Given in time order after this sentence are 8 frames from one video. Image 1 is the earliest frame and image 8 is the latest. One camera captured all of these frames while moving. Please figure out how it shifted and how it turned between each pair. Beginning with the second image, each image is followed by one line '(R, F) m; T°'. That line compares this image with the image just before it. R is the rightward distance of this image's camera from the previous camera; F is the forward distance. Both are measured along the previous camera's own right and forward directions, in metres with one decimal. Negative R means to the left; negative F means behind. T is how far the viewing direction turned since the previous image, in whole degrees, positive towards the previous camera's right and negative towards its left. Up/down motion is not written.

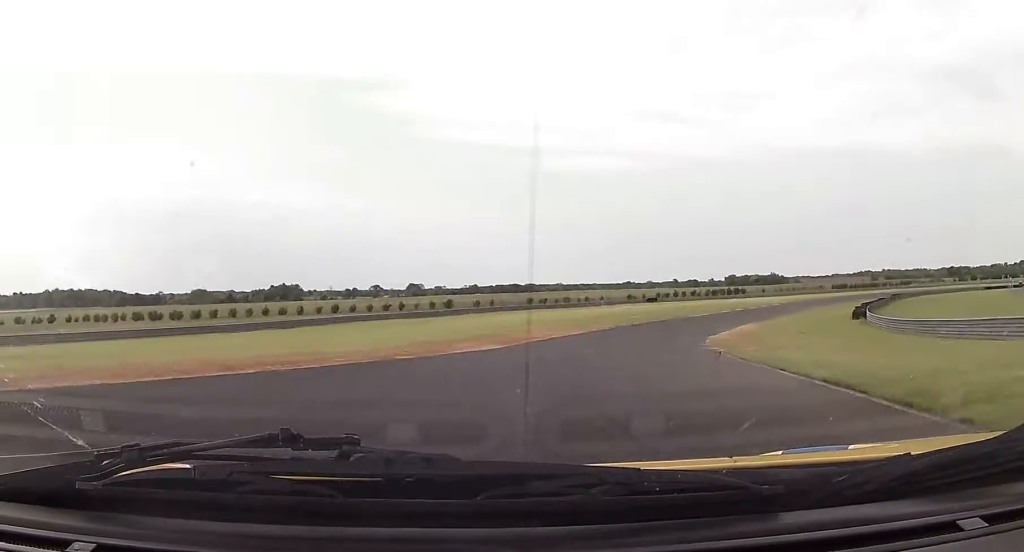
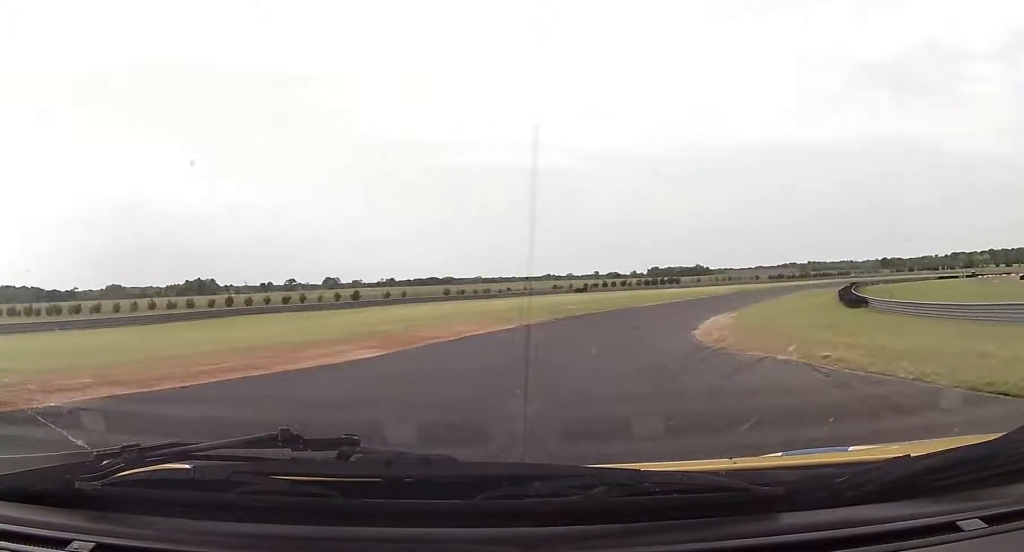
(+1.5, +16.4) m; +7°
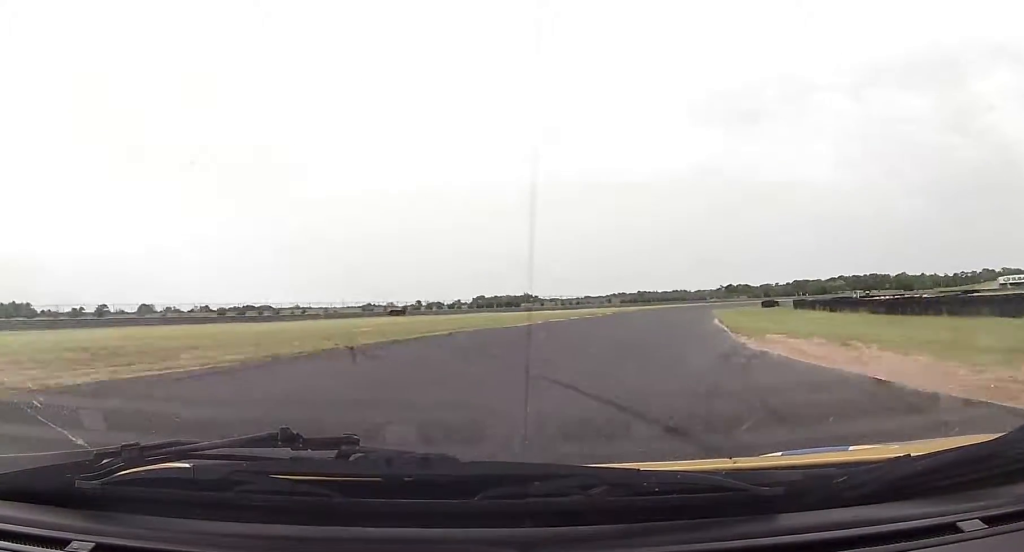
(+4.5, +37.7) m; +14°
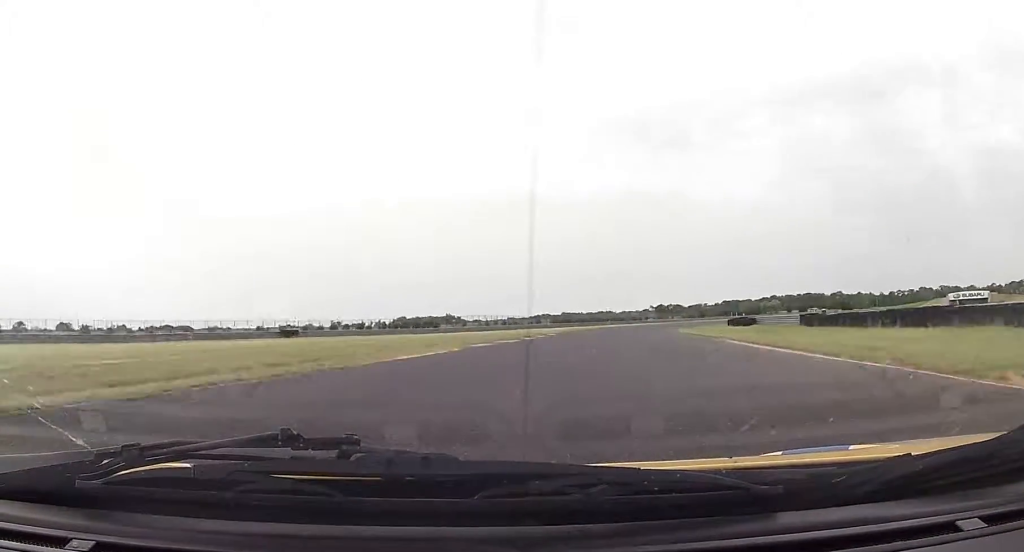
(+1.7, +20.0) m; +5°
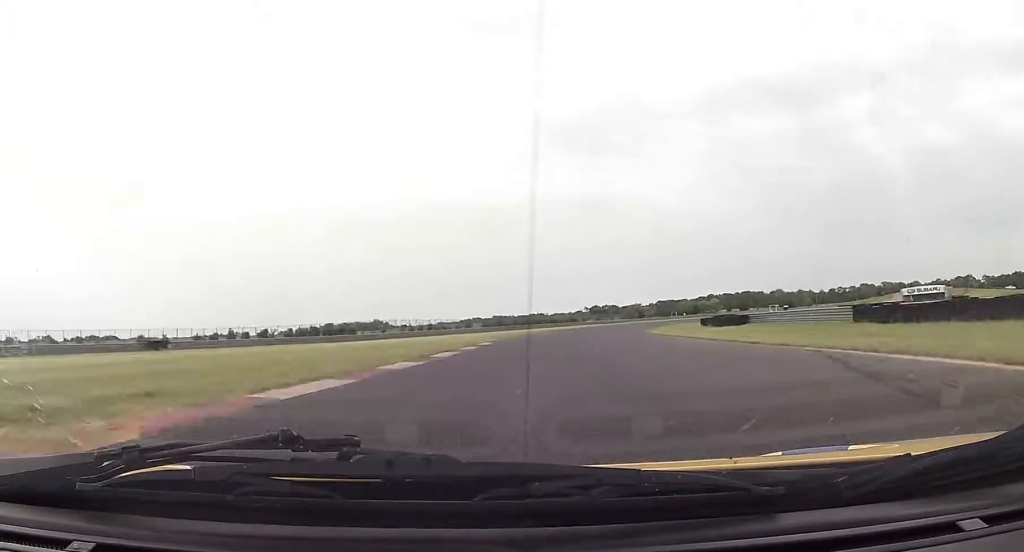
(+0.8, +19.4) m; +4°
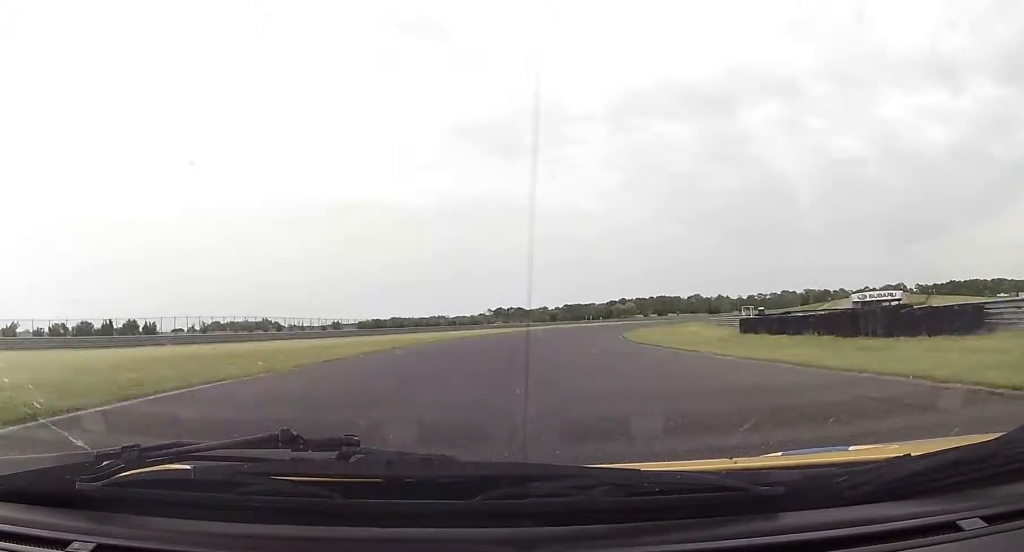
(+2.7, +44.6) m; +6°
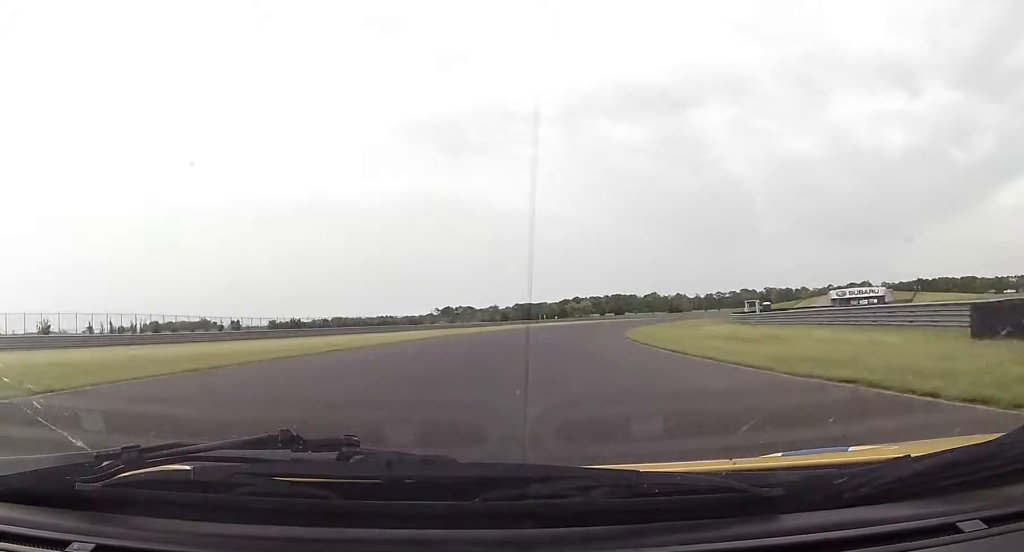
(+0.7, +26.0) m; +4°
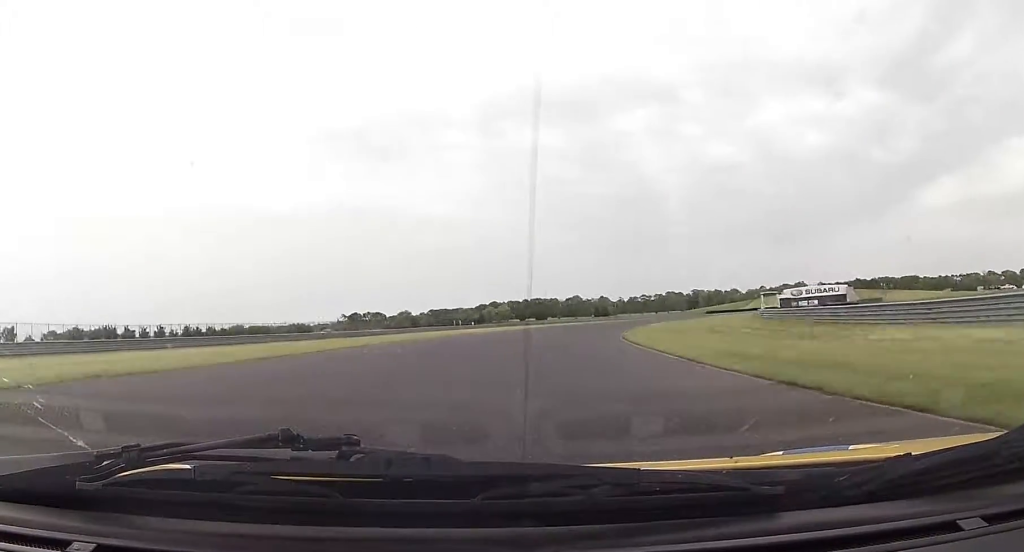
(+1.9, +35.4) m; +6°
